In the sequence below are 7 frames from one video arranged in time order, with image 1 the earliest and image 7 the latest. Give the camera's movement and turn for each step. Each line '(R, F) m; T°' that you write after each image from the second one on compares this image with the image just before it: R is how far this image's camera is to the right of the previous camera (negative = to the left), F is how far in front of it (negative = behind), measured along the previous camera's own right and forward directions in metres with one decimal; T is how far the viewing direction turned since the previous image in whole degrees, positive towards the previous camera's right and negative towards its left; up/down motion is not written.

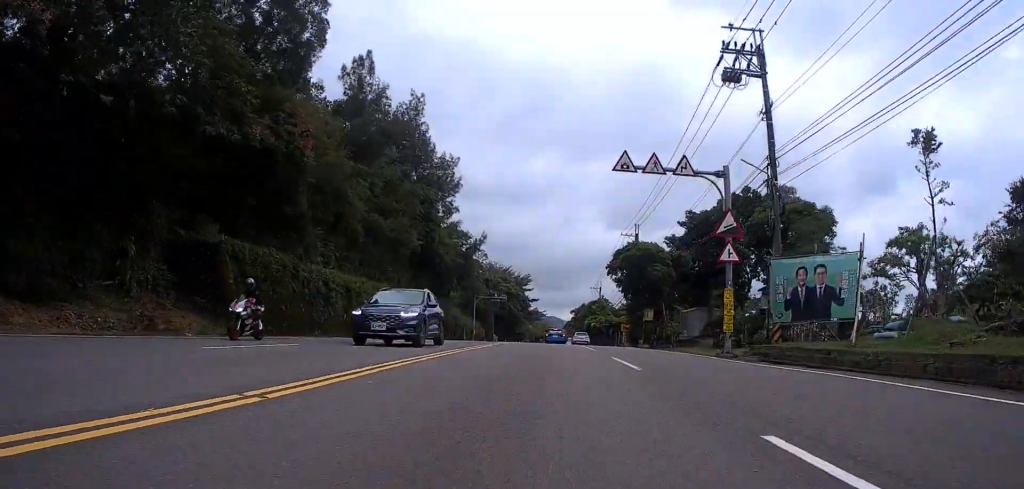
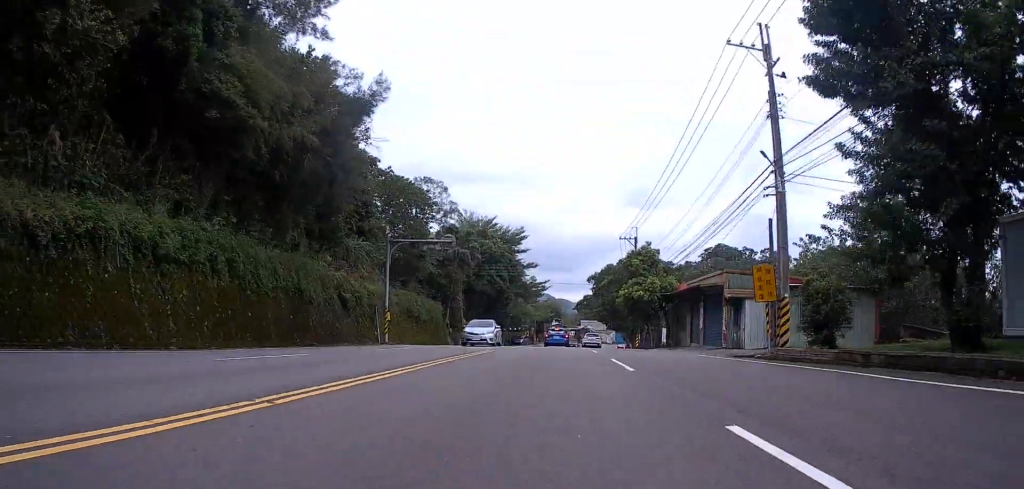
(-1.3, +43.8) m; -2°
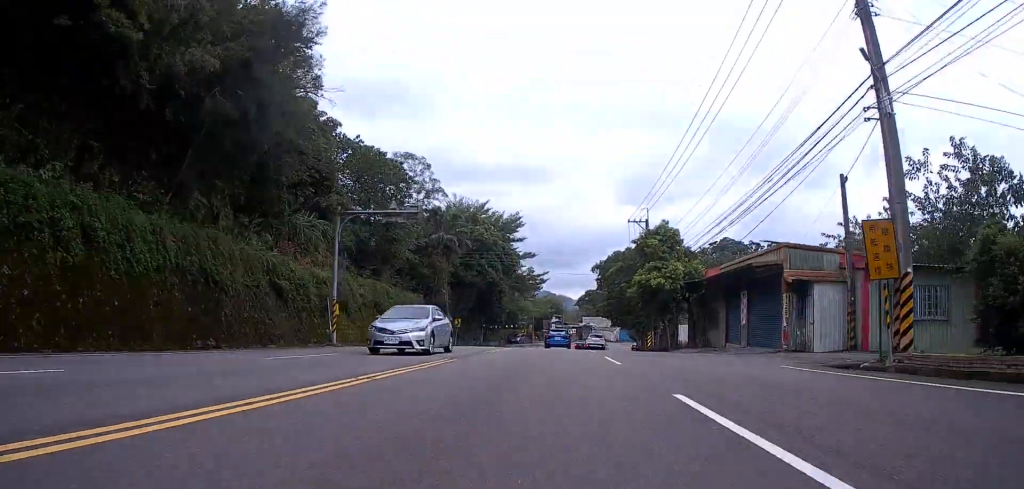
(0.0, +6.5) m; 0°
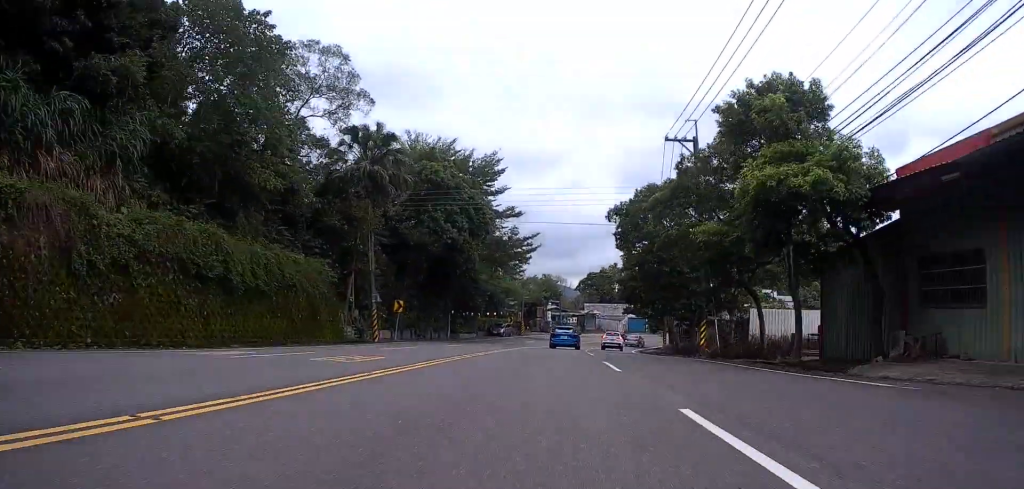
(0.0, +15.0) m; +3°
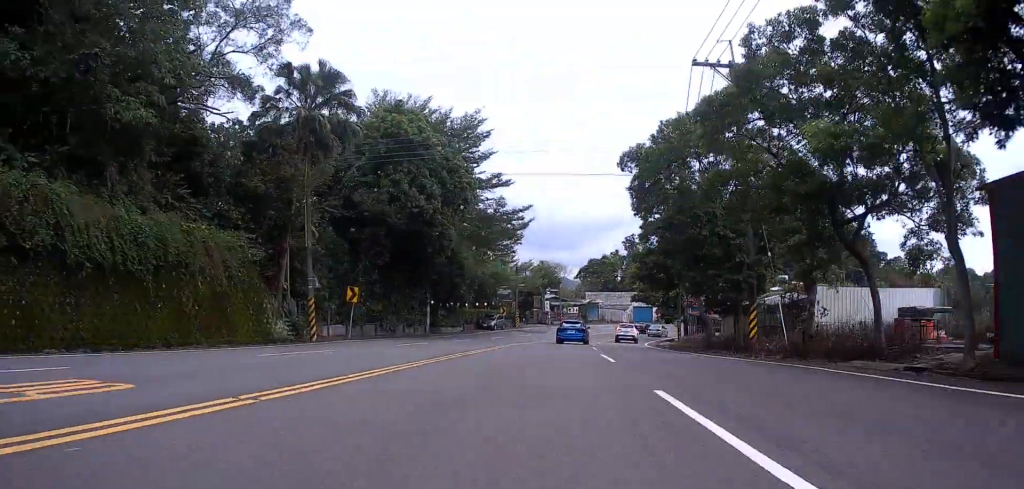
(0.0, +5.6) m; +3°
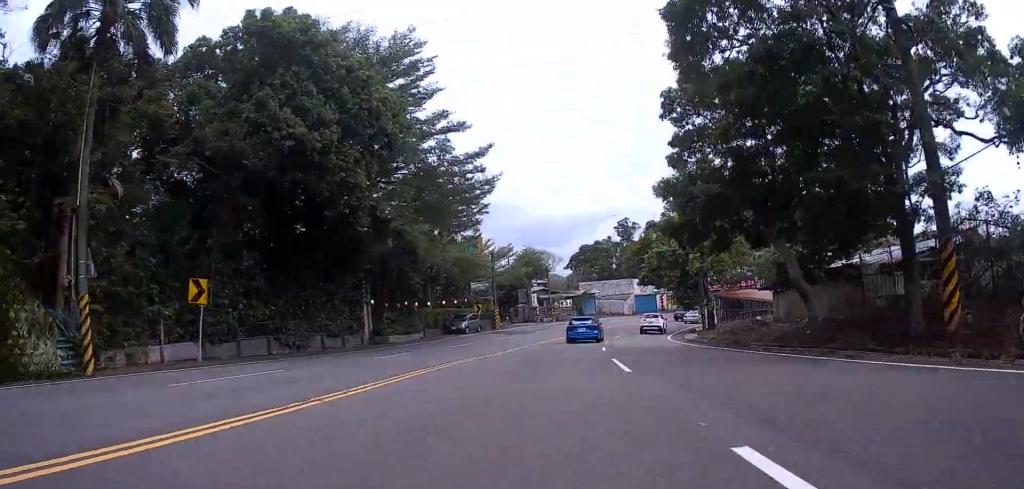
(+0.3, +8.4) m; +6°
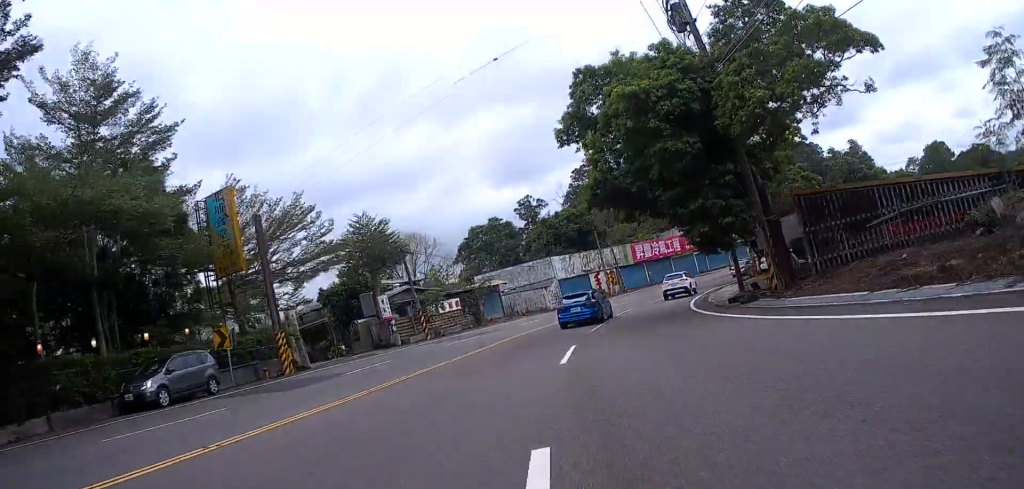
(+3.8, +22.1) m; +15°
